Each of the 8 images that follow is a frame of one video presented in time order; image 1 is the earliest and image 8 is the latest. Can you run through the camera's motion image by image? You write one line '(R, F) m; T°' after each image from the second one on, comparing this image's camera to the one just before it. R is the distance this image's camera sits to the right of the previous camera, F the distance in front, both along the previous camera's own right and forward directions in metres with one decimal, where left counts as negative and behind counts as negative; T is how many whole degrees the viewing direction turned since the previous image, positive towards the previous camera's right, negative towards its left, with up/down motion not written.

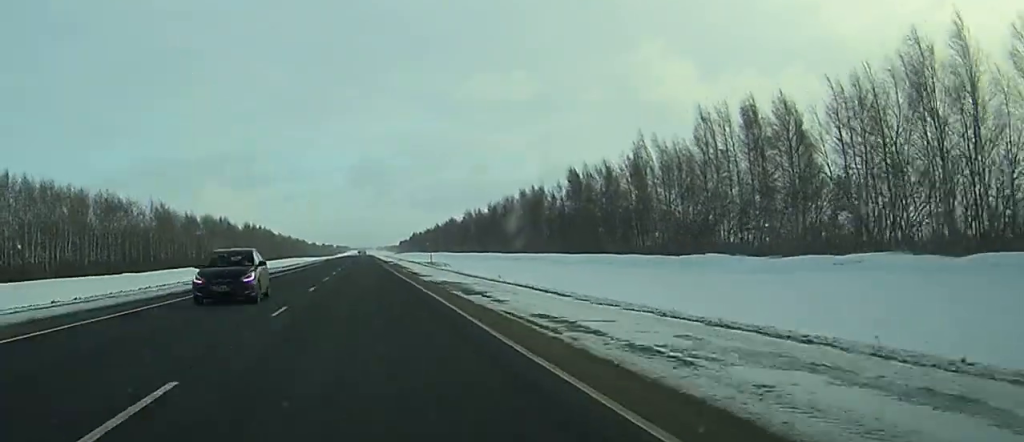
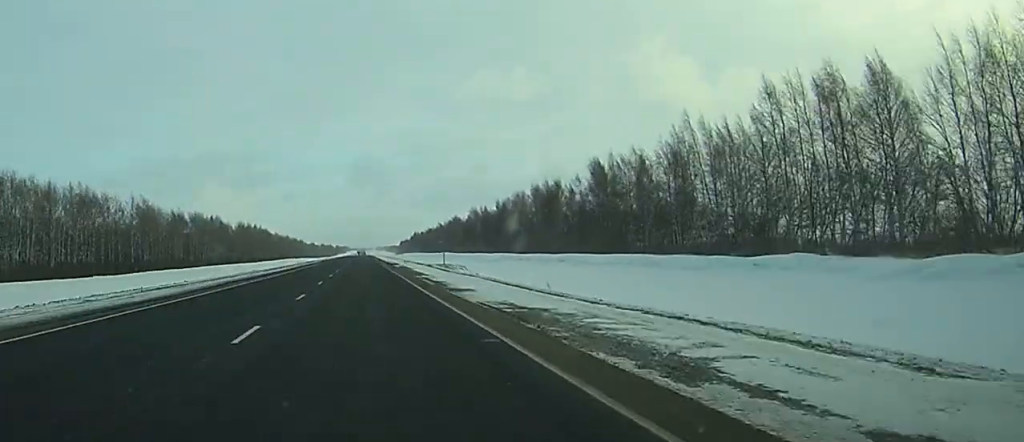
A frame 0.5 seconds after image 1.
(0.0, +17.3) m; 0°
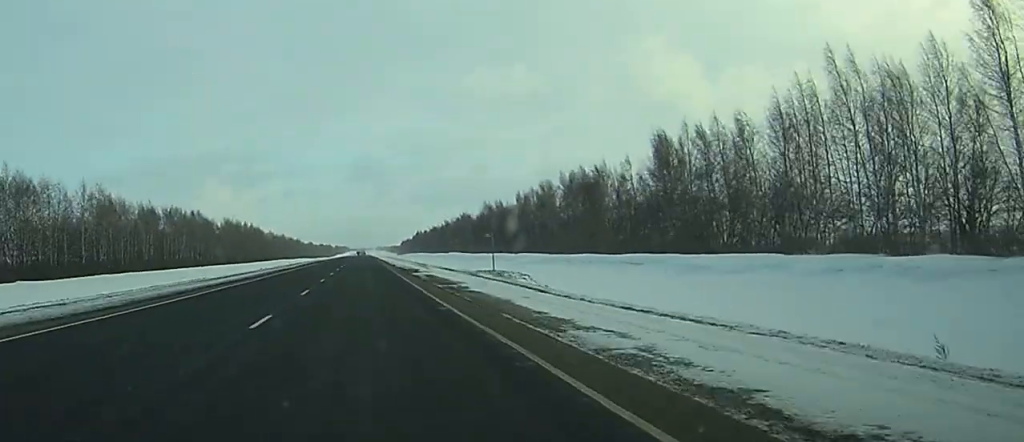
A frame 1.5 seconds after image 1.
(0.0, +33.5) m; 0°
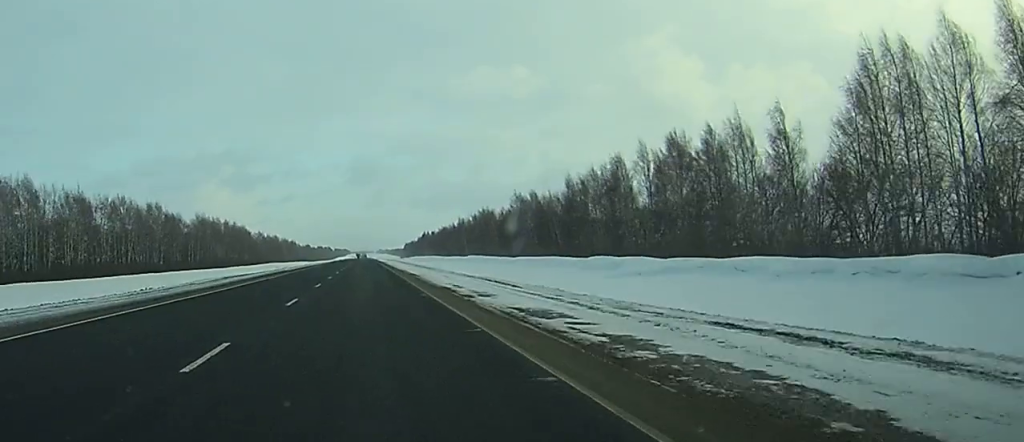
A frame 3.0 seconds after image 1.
(-0.1, +53.4) m; 0°
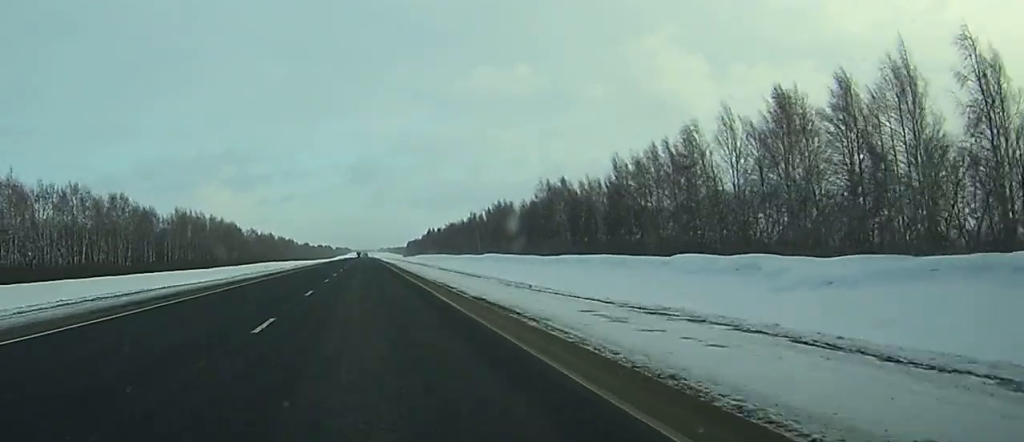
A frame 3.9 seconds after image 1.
(+0.3, +31.5) m; 0°
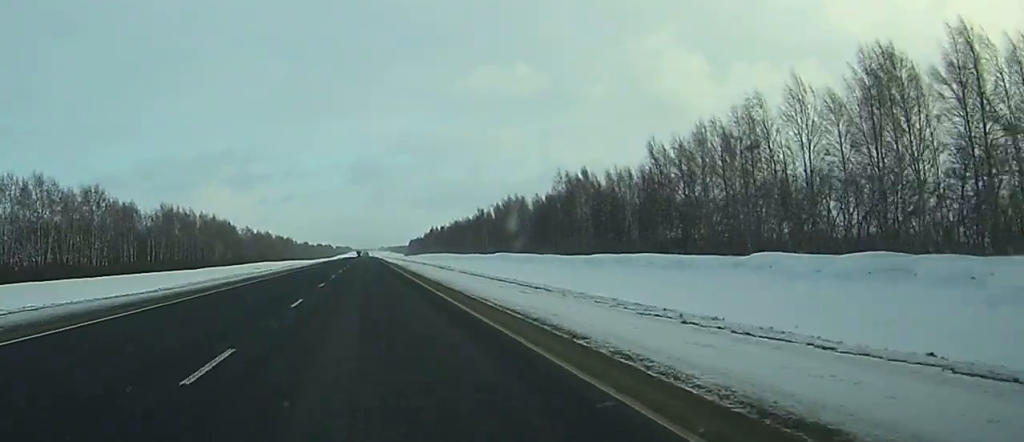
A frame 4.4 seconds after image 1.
(+0.5, +17.5) m; -1°
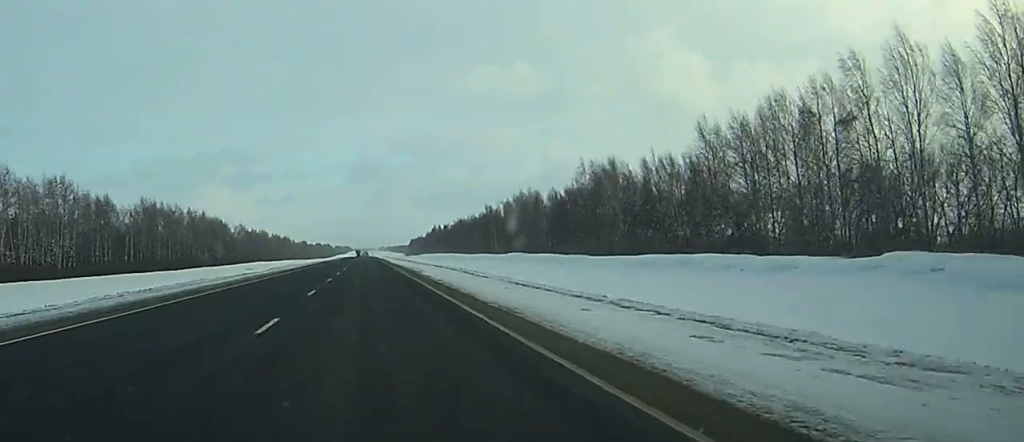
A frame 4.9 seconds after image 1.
(-0.6, +18.7) m; -1°
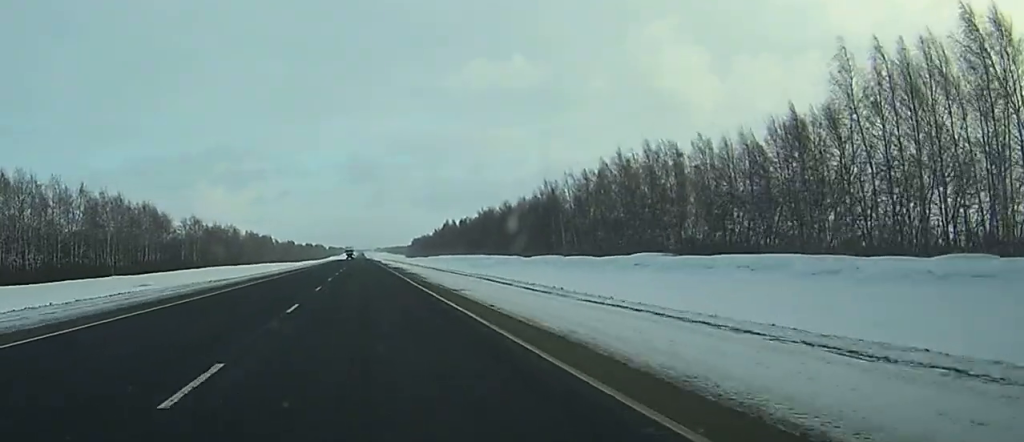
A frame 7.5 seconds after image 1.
(+0.2, +90.4) m; +1°
